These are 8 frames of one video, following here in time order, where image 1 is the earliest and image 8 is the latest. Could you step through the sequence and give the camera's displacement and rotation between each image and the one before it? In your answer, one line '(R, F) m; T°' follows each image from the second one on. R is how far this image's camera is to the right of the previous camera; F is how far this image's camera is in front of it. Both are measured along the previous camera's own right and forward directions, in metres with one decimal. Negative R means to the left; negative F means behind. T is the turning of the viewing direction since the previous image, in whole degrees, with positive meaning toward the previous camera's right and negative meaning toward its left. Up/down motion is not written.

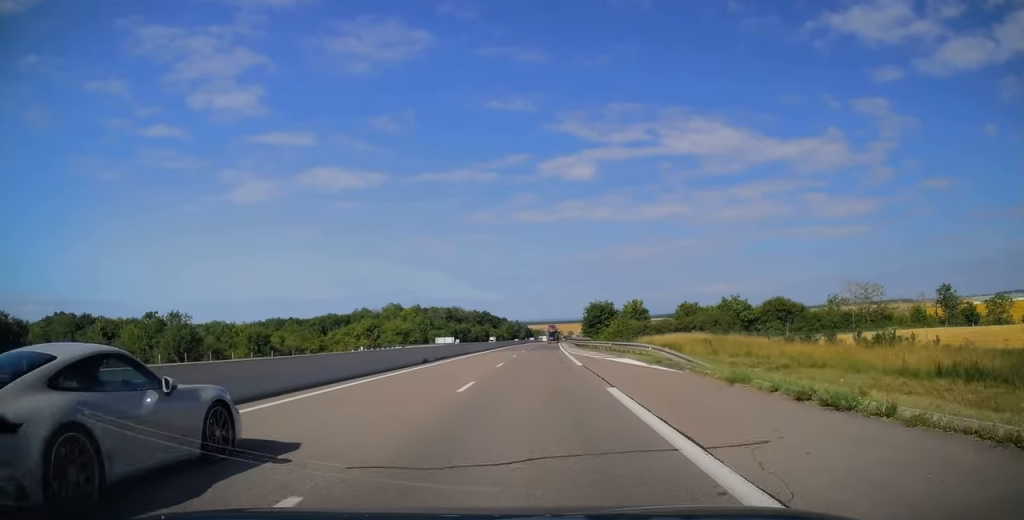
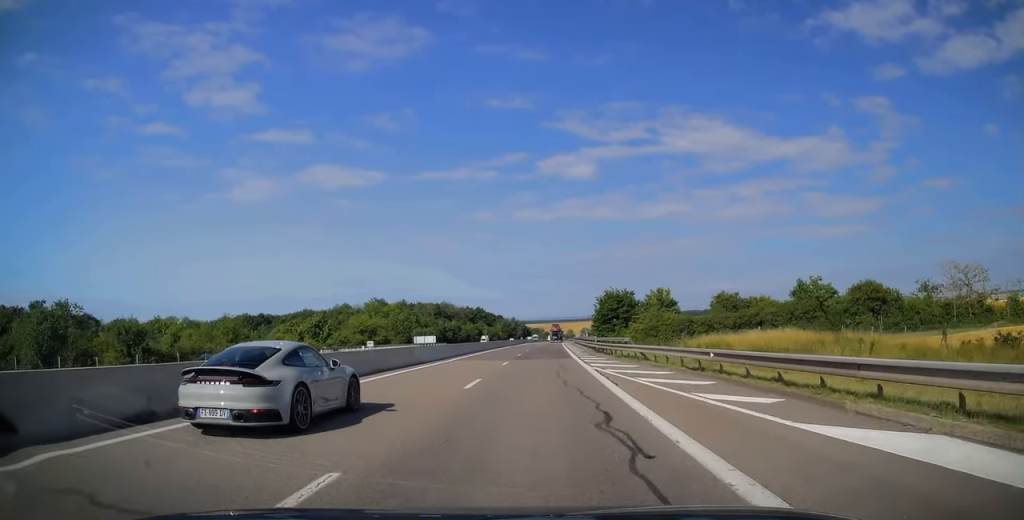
(0.0, +25.2) m; +1°
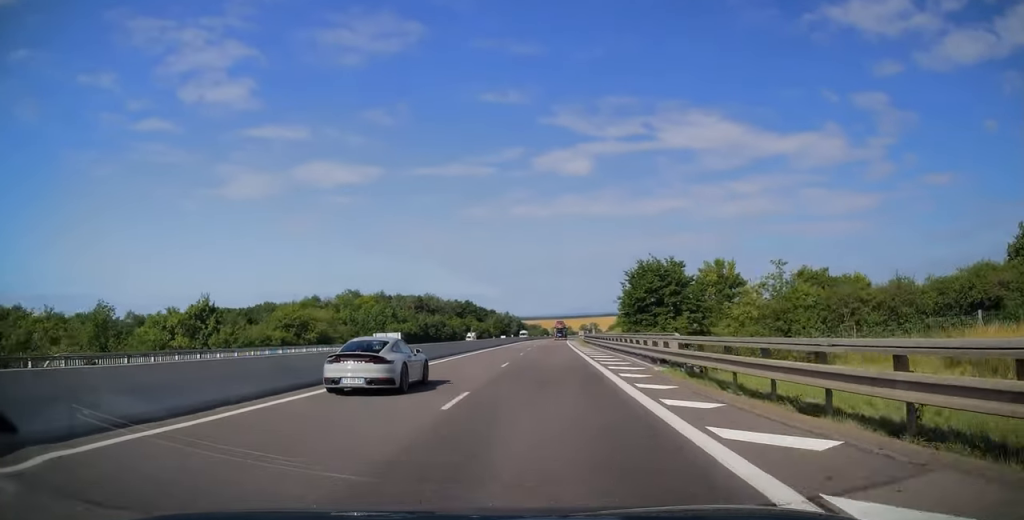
(+0.4, +31.3) m; +1°
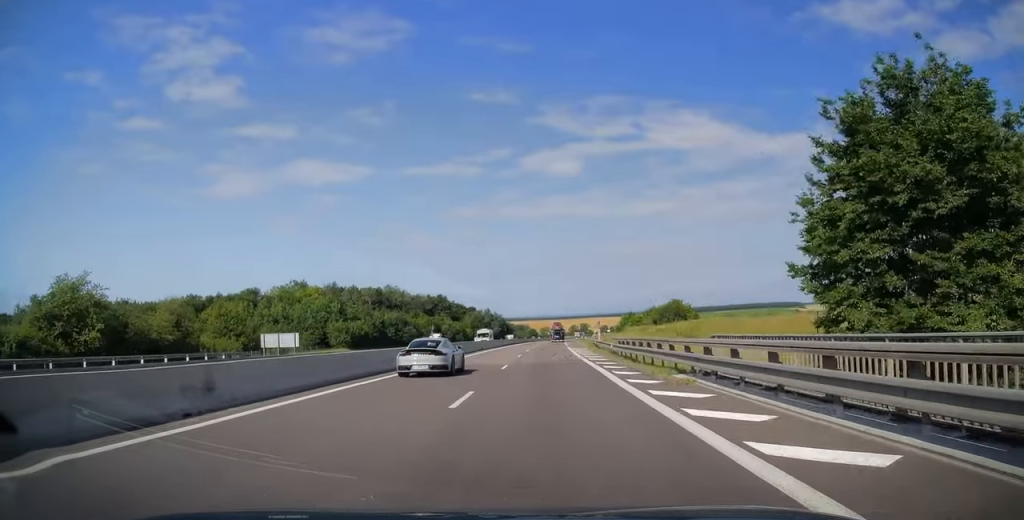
(-0.1, +41.4) m; 0°
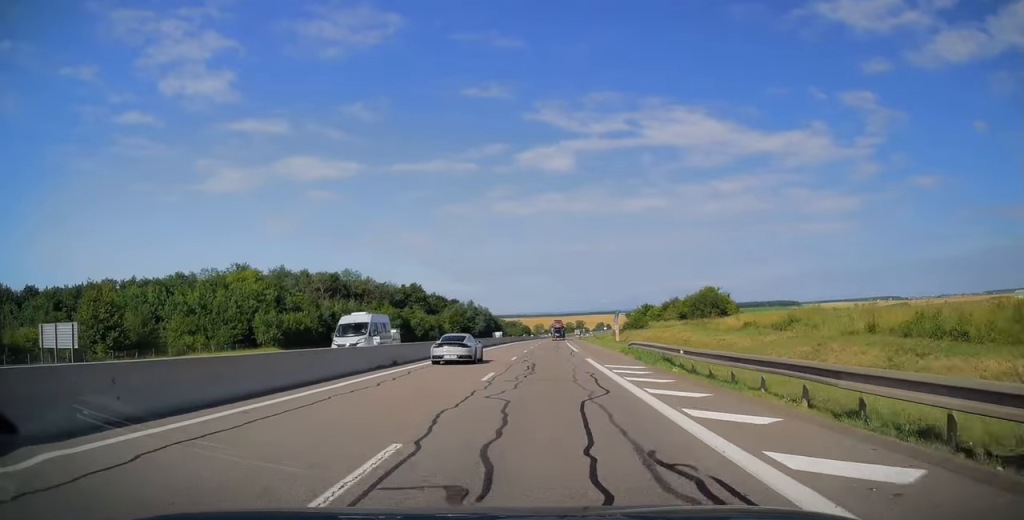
(+0.4, +36.4) m; +1°
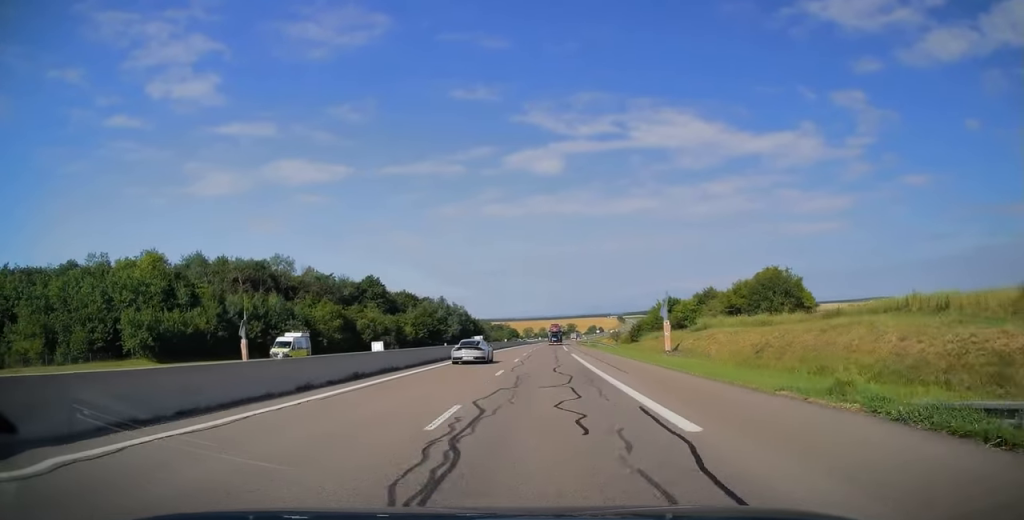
(+0.4, +36.1) m; +1°
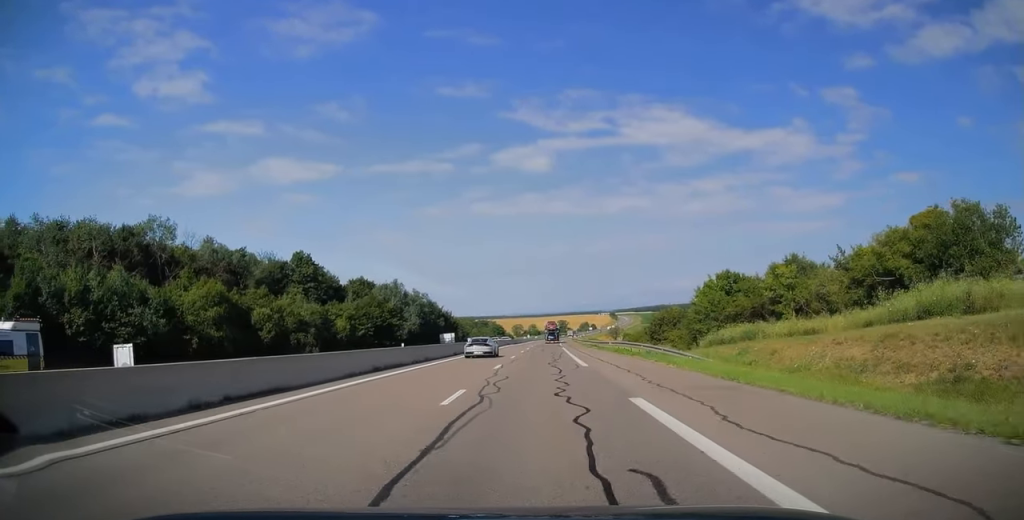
(+0.2, +36.1) m; +1°
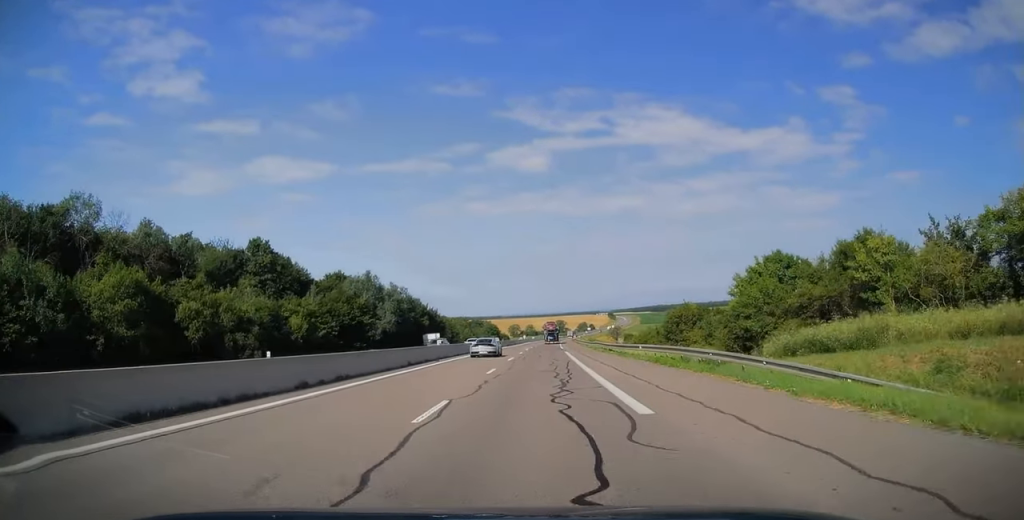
(+0.1, +16.4) m; 0°
